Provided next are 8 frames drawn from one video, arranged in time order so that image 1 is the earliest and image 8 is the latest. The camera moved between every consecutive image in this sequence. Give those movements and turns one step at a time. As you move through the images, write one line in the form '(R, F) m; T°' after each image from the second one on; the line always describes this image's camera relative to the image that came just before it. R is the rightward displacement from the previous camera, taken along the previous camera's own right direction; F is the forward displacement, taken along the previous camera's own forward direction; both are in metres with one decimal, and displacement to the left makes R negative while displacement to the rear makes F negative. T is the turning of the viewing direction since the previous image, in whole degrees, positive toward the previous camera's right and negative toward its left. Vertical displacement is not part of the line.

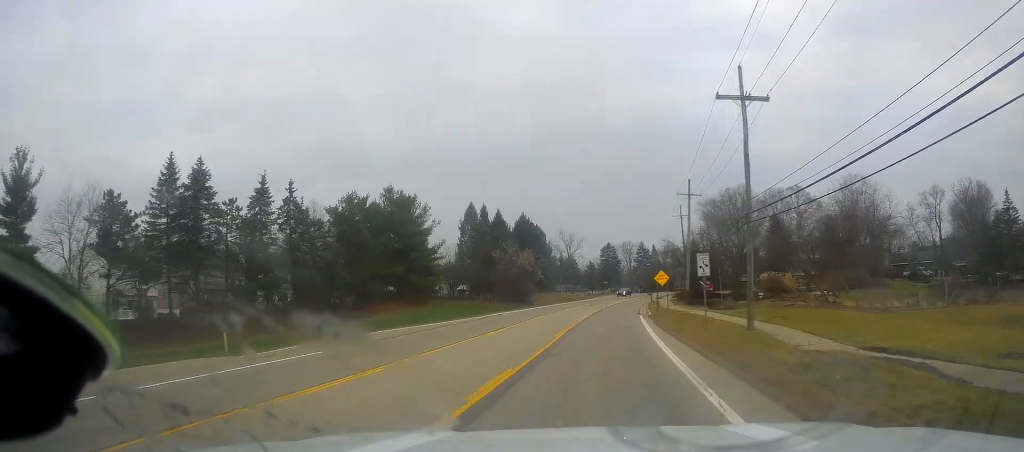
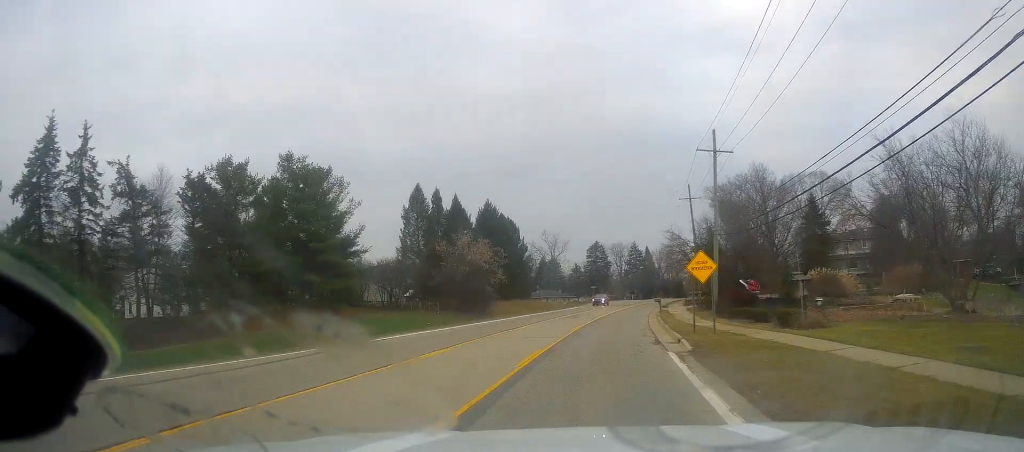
(-0.4, +24.6) m; 0°
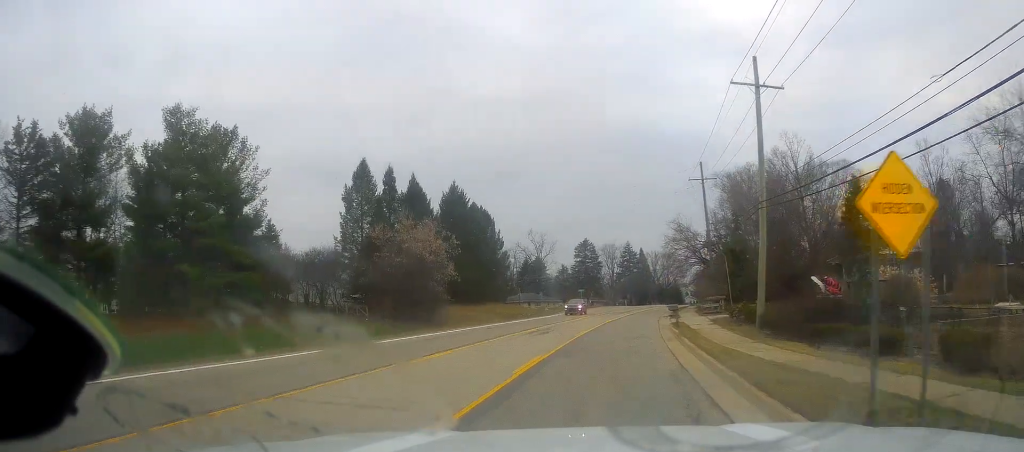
(+0.2, +16.8) m; +2°
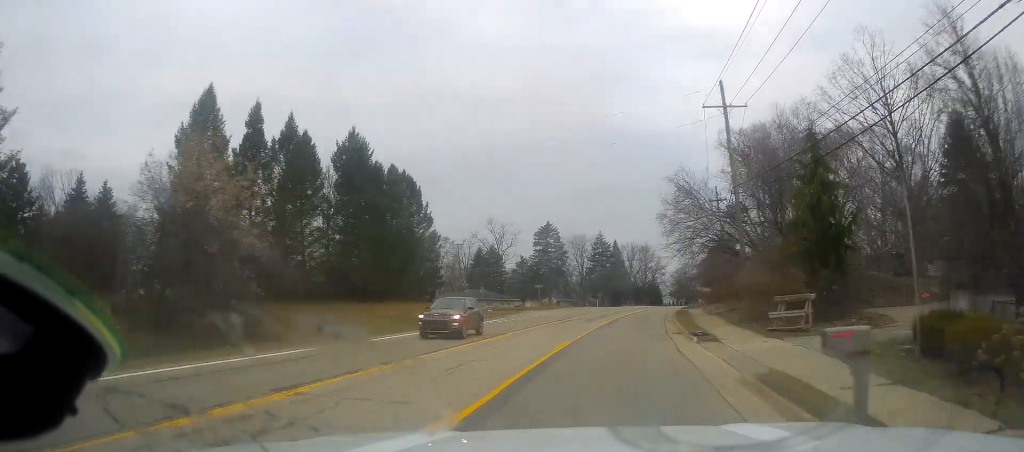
(+0.6, +25.1) m; +3°
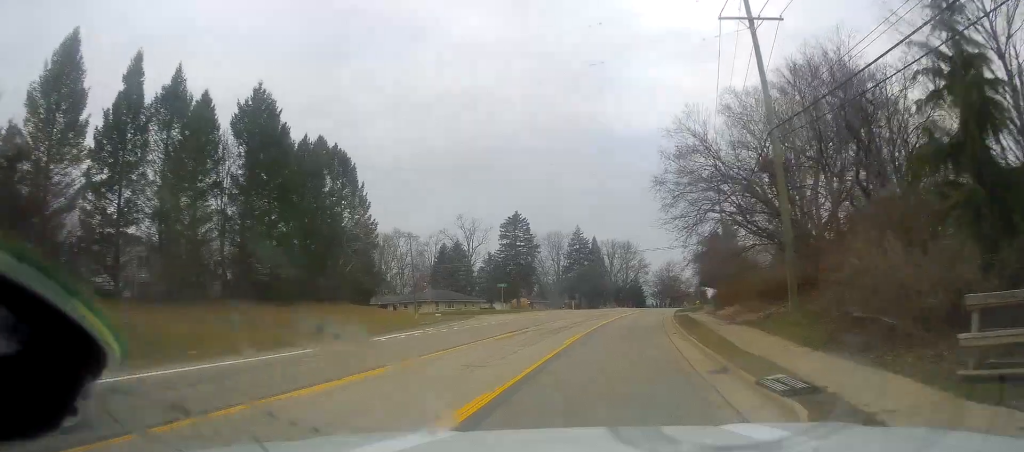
(+0.2, +13.5) m; +2°
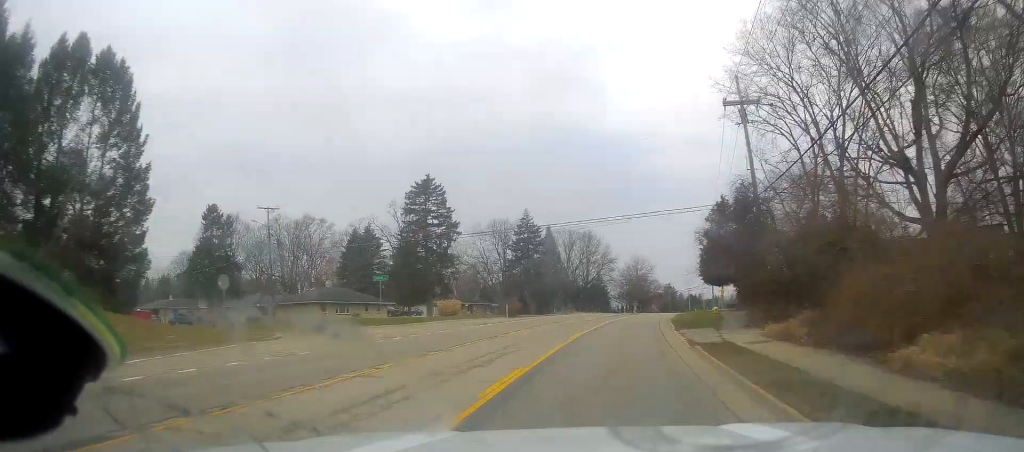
(+1.7, +27.3) m; +5°
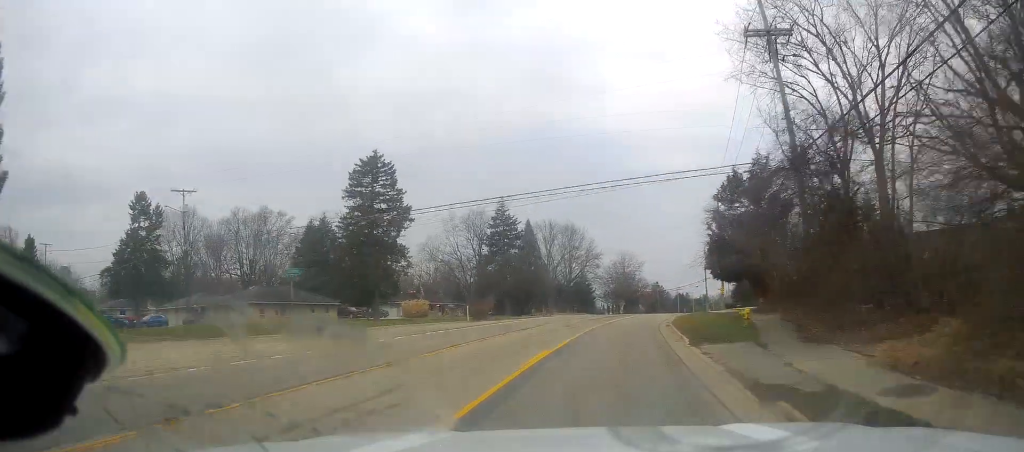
(+0.1, +10.6) m; +1°
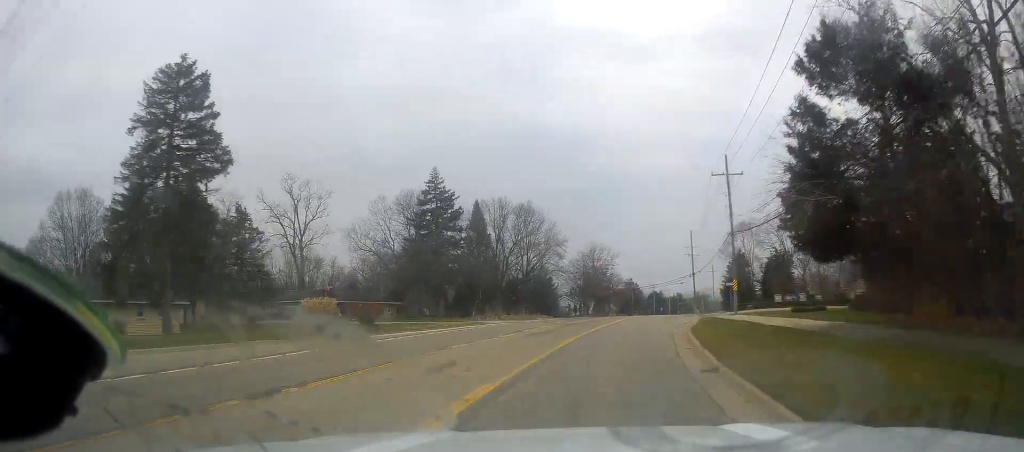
(+0.2, +22.9) m; +2°
